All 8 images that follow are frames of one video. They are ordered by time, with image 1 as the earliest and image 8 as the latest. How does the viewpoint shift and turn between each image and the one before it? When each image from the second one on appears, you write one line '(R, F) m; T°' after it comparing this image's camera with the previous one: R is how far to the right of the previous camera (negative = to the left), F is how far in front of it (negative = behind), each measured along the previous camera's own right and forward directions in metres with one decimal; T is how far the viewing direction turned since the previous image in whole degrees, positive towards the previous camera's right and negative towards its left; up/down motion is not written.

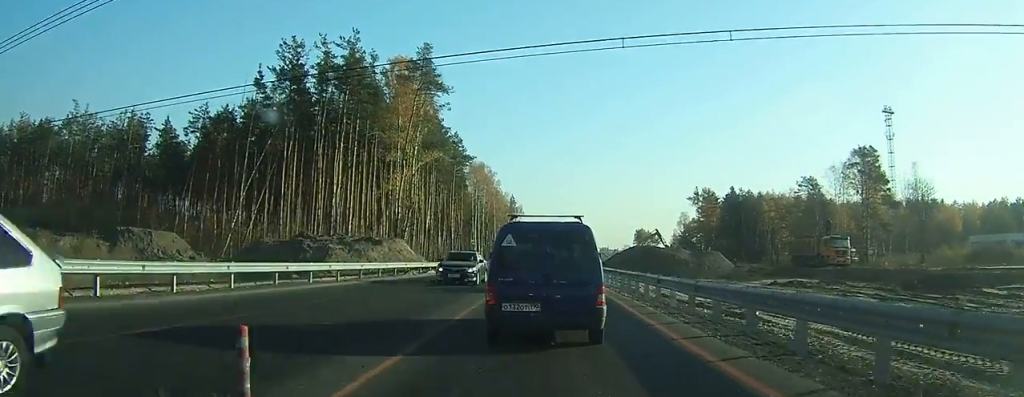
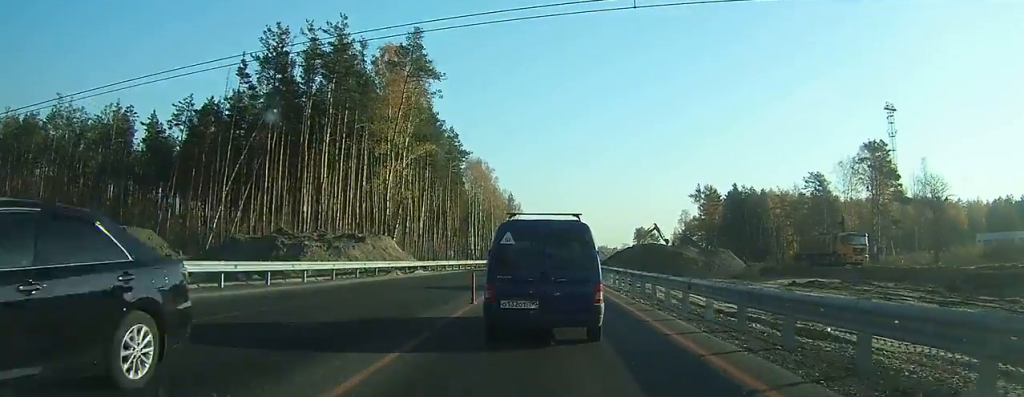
(+0.1, +4.0) m; 0°
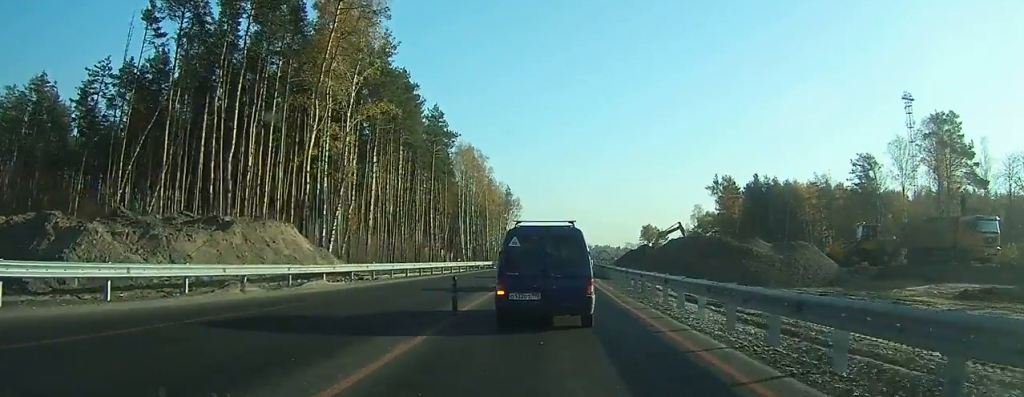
(-0.3, +16.9) m; -2°
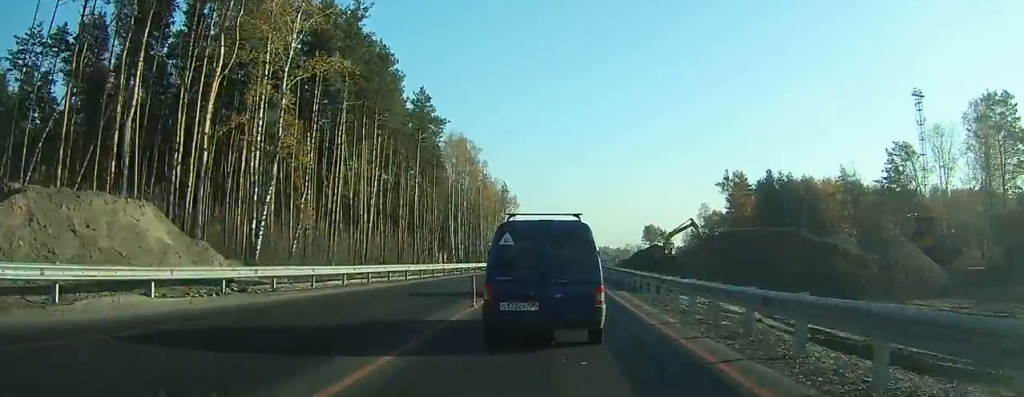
(-0.1, +10.0) m; -1°
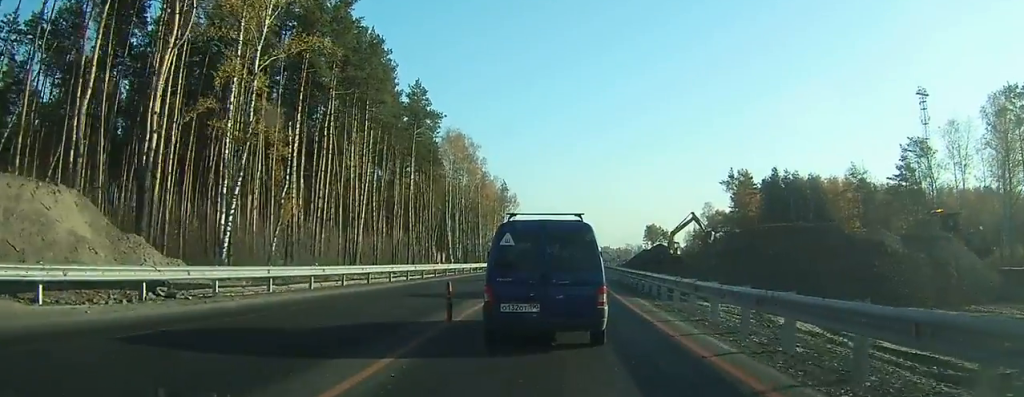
(0.0, +3.8) m; 0°
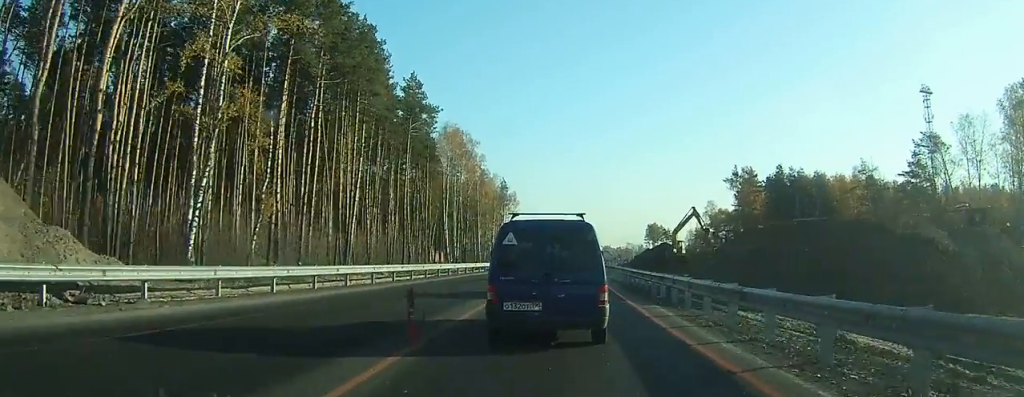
(0.0, +3.3) m; +1°
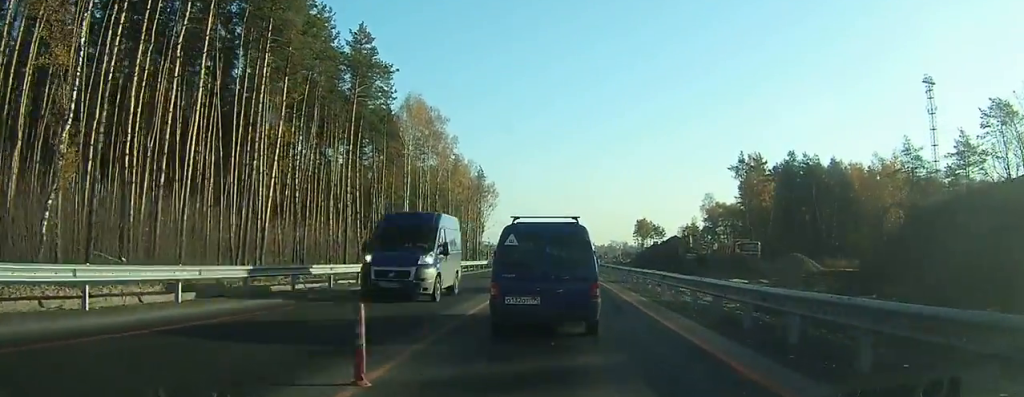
(+0.1, +18.0) m; +1°
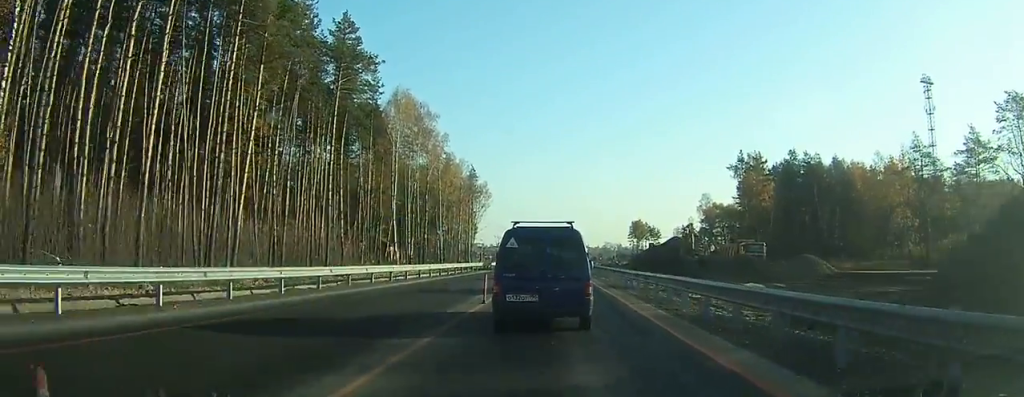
(+0.1, +3.9) m; +1°
